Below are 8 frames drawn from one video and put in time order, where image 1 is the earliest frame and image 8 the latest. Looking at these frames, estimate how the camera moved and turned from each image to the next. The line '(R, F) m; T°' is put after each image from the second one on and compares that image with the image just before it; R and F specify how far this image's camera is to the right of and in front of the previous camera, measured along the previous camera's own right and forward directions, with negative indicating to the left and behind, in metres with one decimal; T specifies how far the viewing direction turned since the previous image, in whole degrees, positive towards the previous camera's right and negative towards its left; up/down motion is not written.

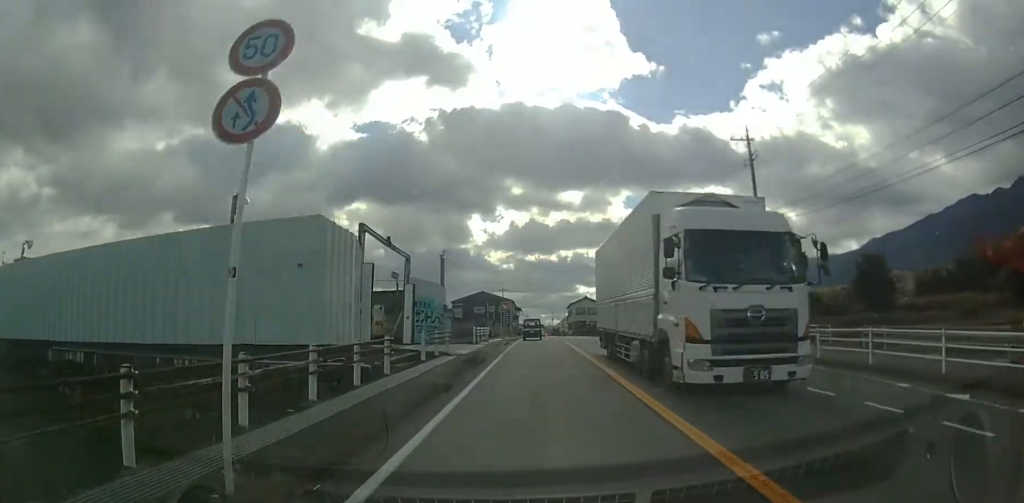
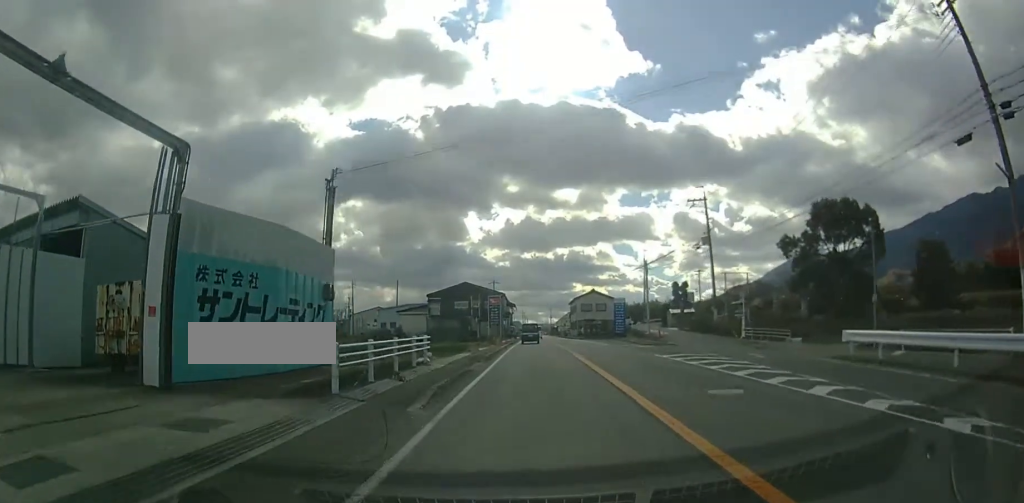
(0.0, +19.3) m; 0°
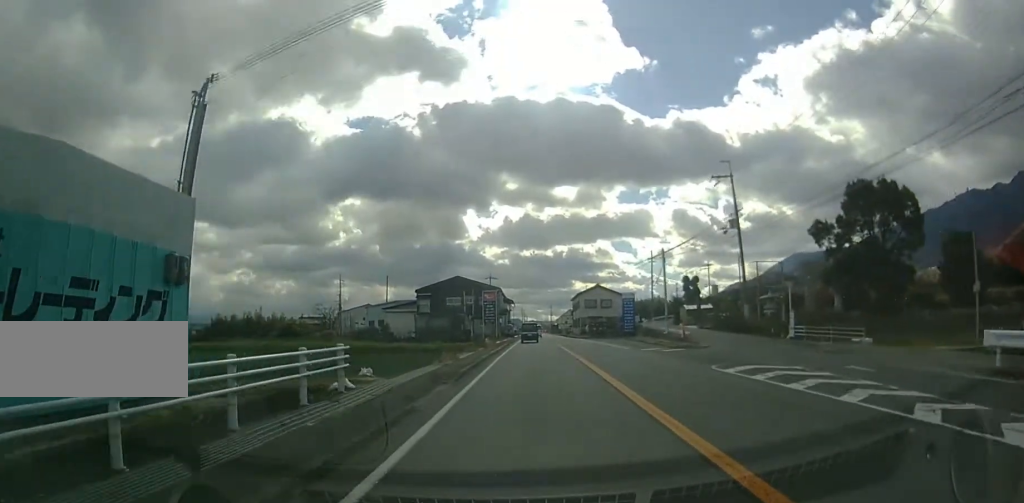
(0.0, +7.5) m; 0°
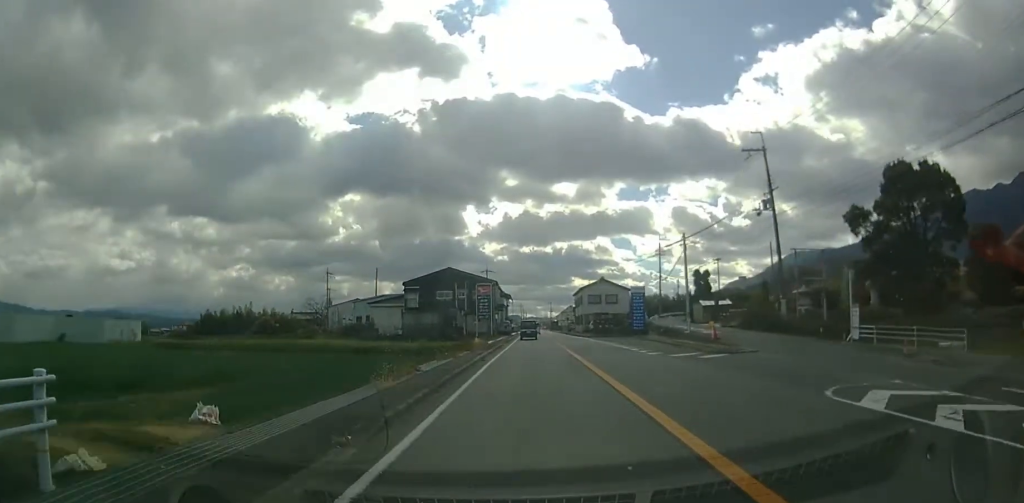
(0.0, +6.2) m; 0°
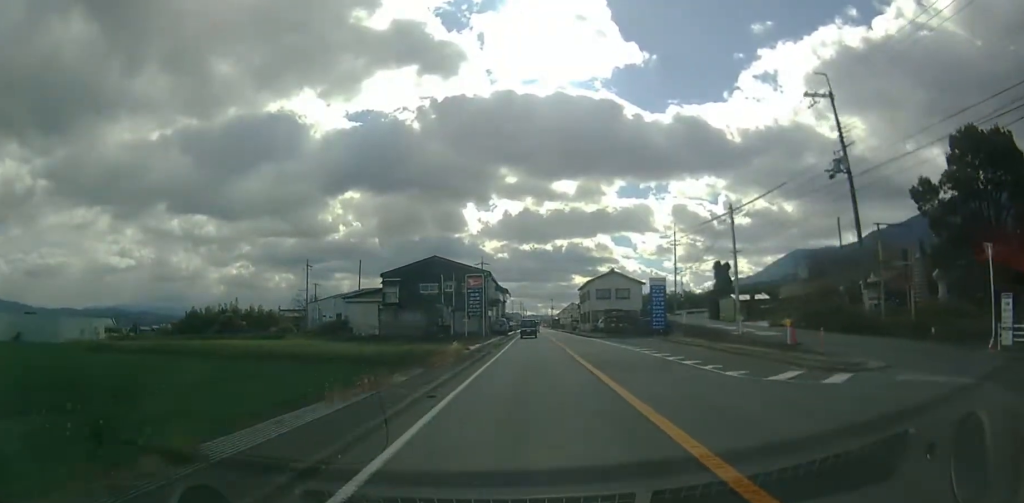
(0.0, +9.0) m; 0°
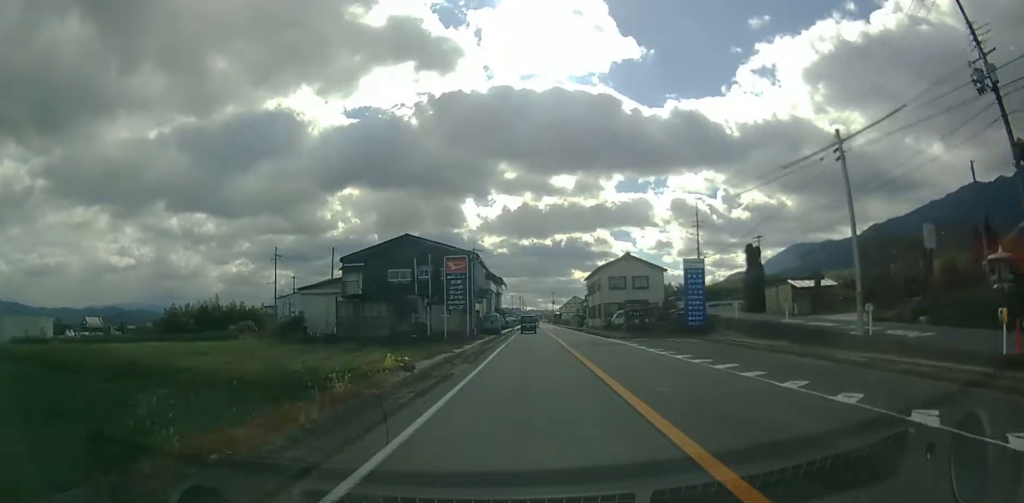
(+0.2, +11.3) m; +1°
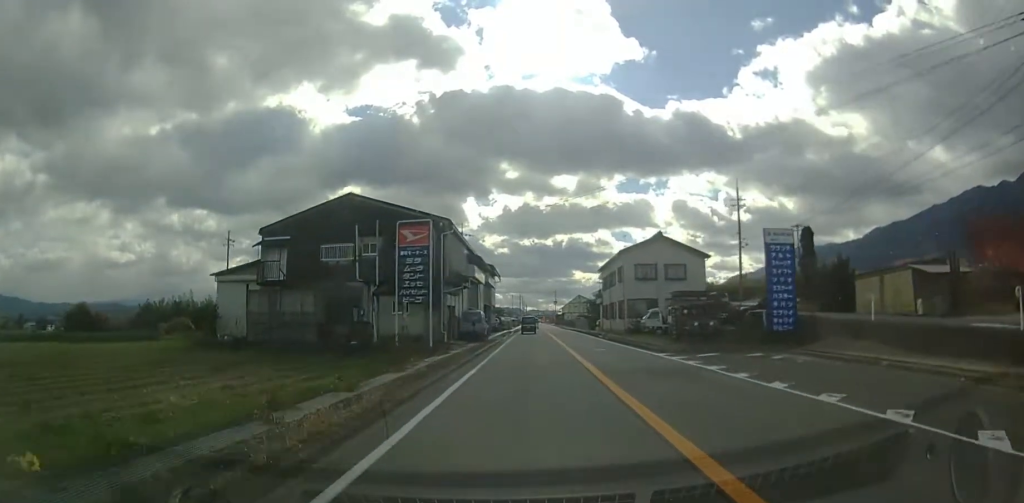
(0.0, +13.7) m; 0°
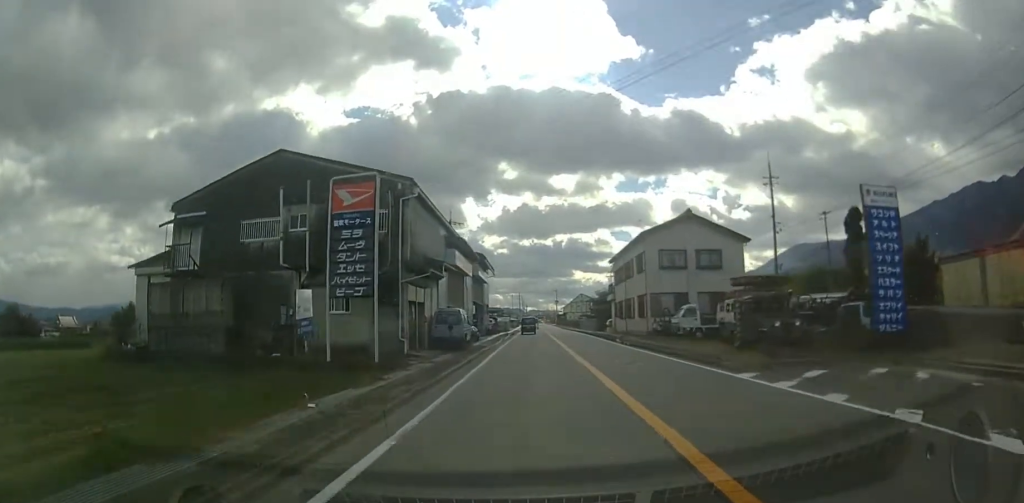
(-0.1, +8.2) m; 0°
